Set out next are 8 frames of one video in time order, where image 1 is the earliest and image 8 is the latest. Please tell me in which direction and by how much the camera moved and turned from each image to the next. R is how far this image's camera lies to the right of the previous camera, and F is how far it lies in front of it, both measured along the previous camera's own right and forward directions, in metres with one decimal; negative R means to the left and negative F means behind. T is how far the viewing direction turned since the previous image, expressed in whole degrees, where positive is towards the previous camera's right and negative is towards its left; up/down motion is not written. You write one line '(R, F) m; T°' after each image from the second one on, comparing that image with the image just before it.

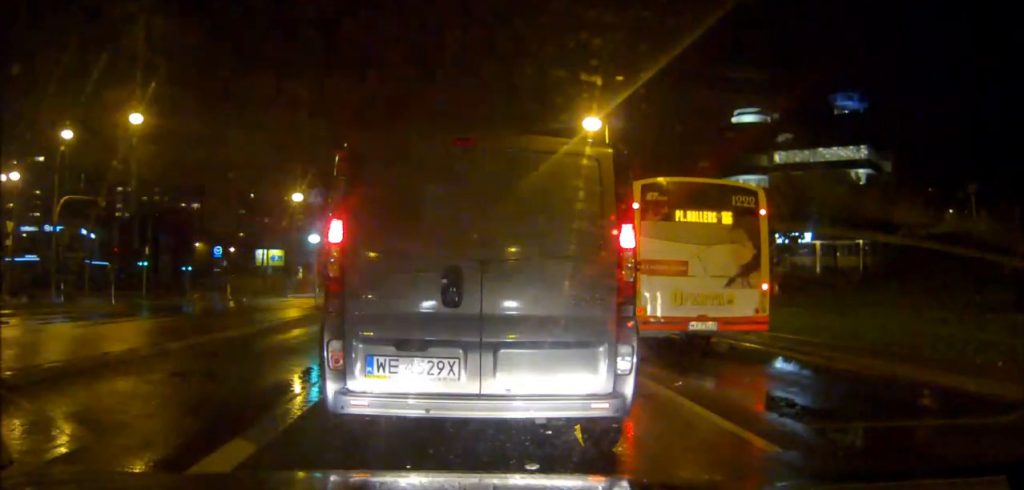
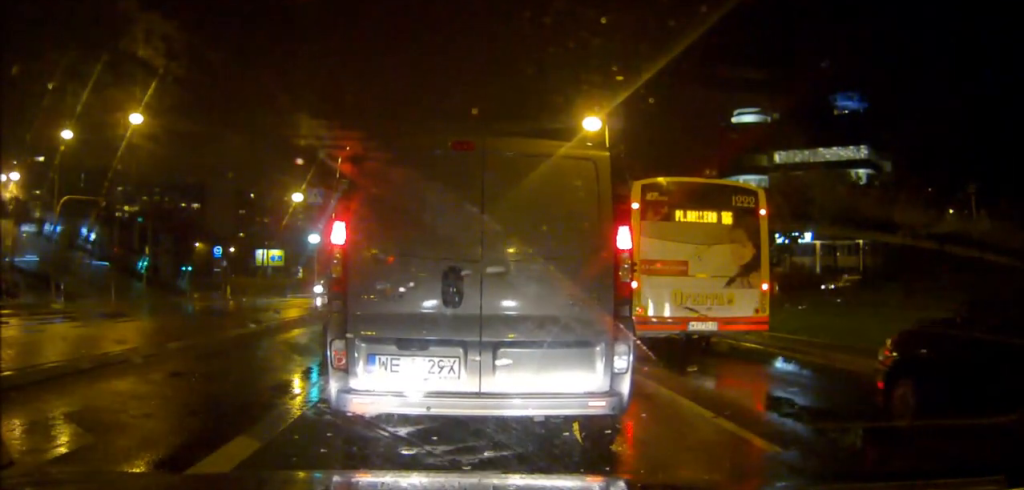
(0.0, +0.2) m; 0°
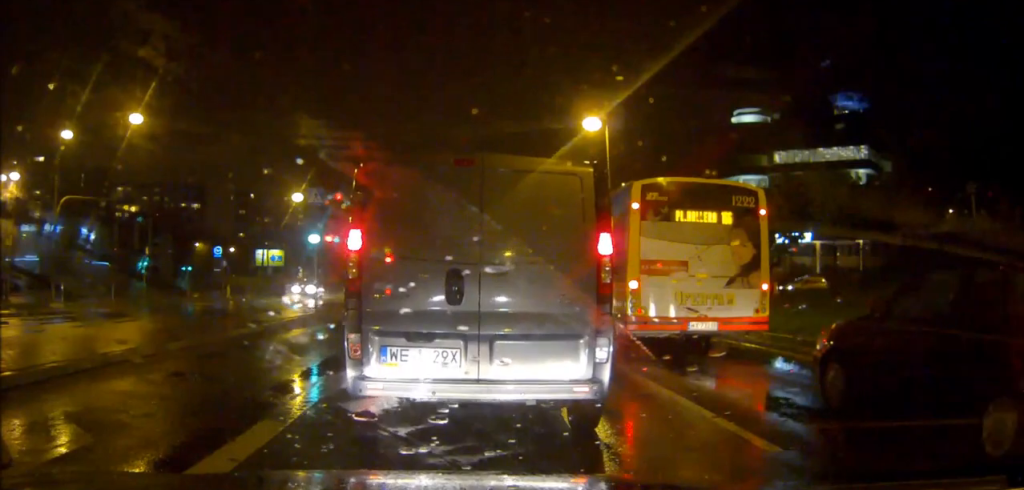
(0.0, +0.2) m; 0°
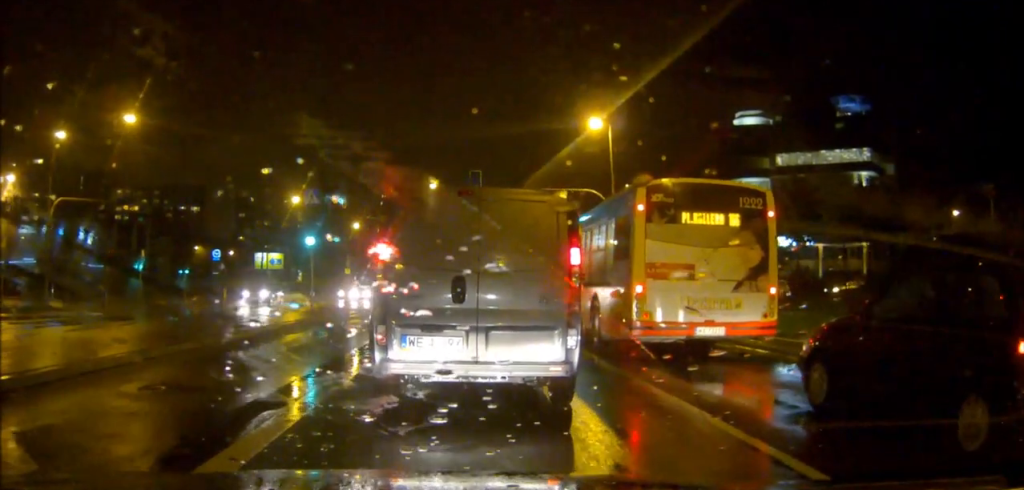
(0.0, +0.3) m; 0°
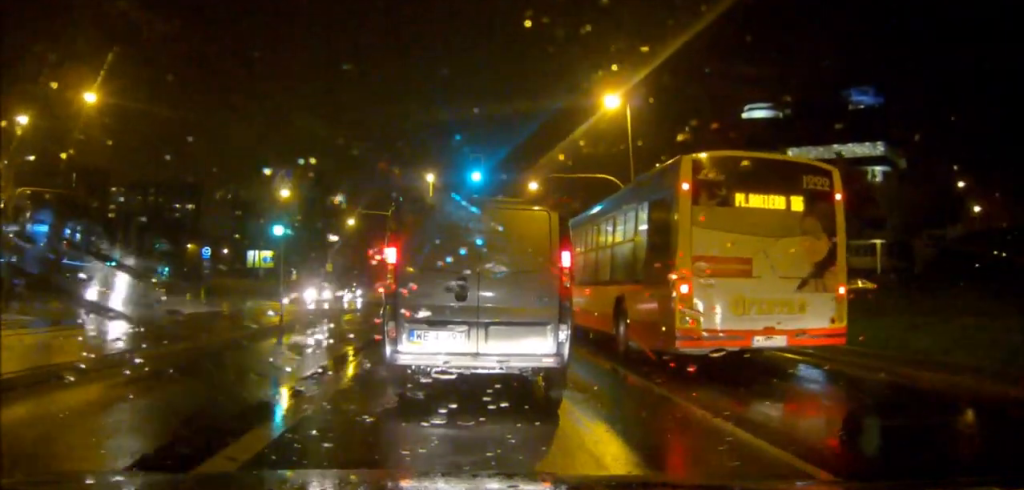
(+0.1, +3.6) m; 0°
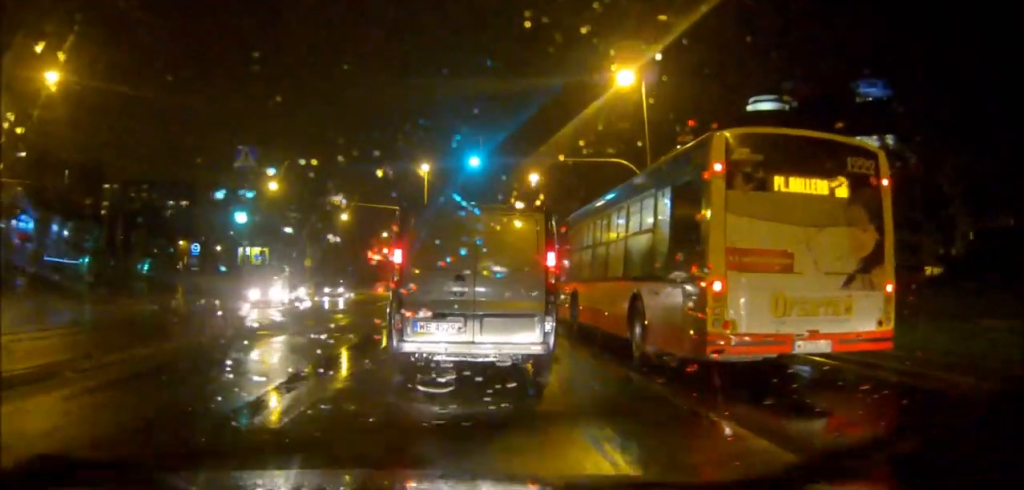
(0.0, +3.7) m; -1°
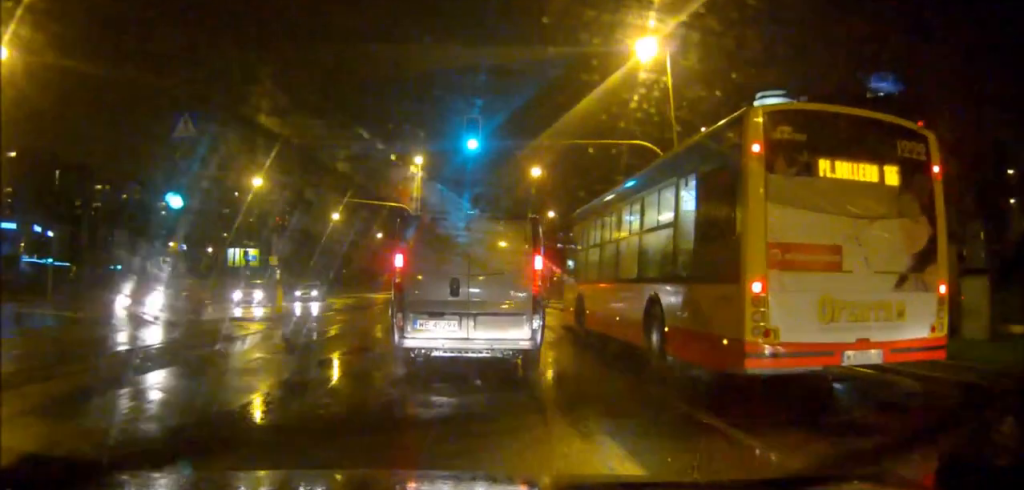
(0.0, +4.7) m; -1°
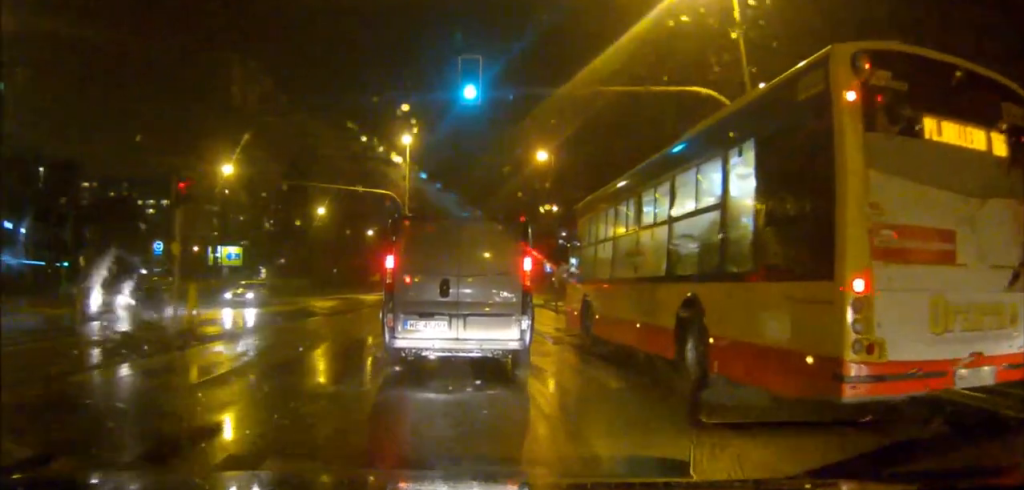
(0.0, +8.2) m; 0°
